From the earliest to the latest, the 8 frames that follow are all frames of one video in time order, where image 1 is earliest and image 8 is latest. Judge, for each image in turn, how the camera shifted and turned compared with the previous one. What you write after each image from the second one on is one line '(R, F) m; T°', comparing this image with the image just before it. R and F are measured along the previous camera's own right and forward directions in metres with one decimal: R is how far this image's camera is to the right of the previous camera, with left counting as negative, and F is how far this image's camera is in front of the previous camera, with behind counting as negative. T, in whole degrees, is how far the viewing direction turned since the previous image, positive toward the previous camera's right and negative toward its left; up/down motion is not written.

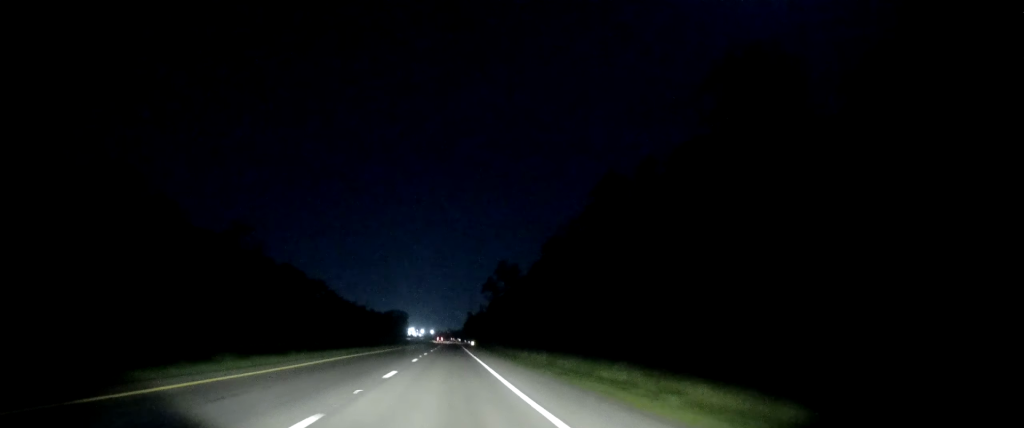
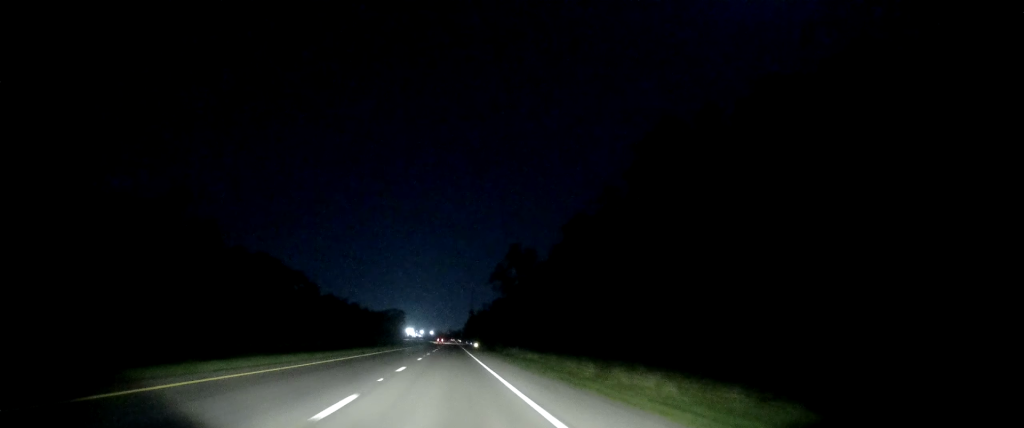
(+0.3, +21.0) m; 0°
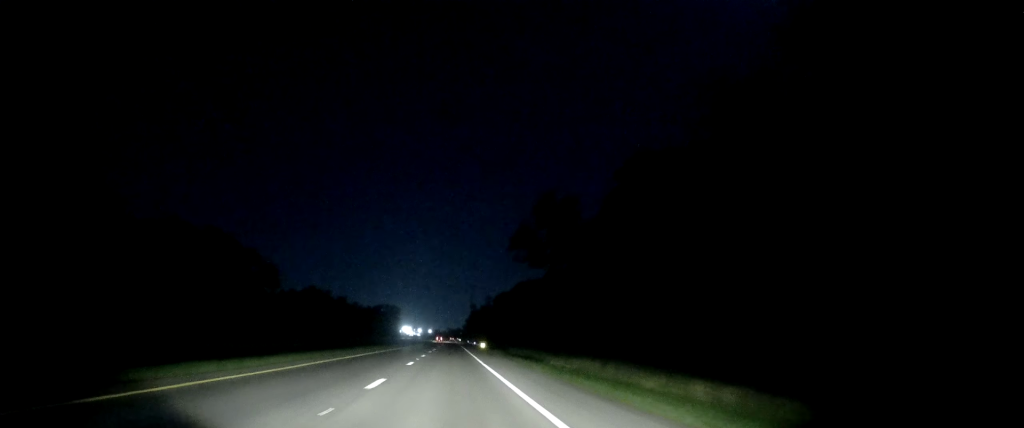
(-0.4, +31.9) m; -2°
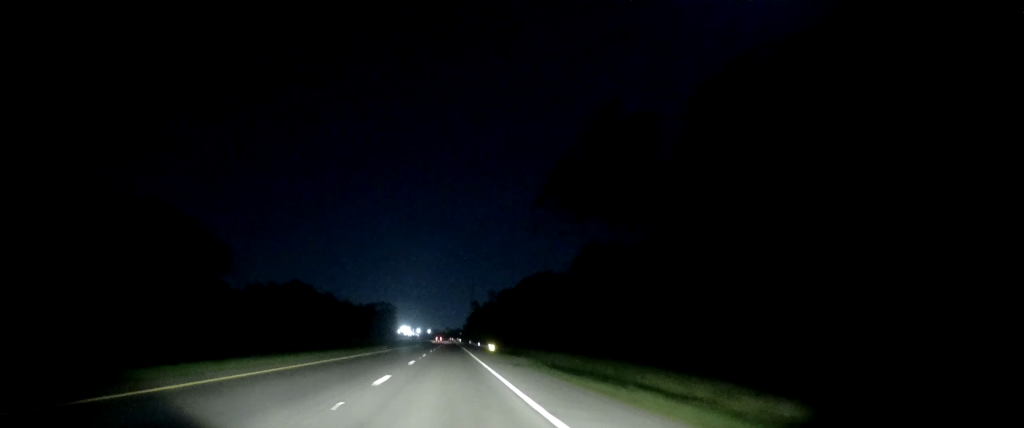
(-0.3, +22.9) m; 0°
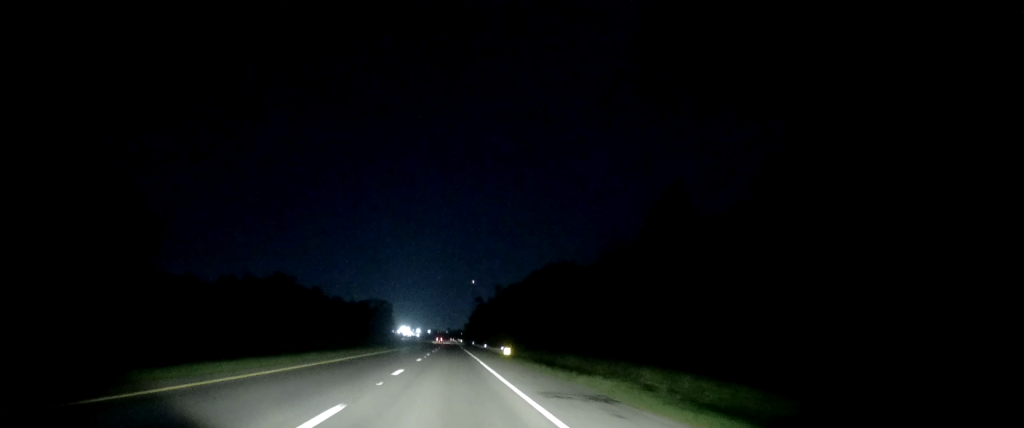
(0.0, +19.9) m; +1°
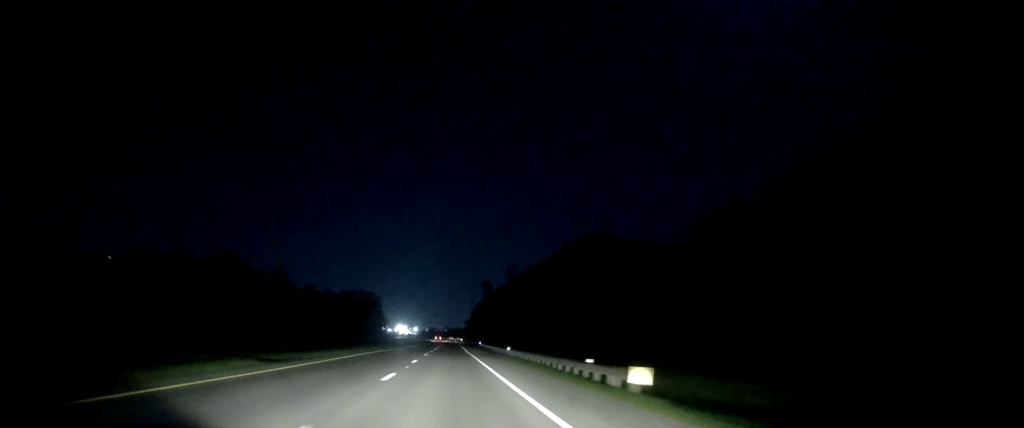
(+0.8, +40.9) m; +1°
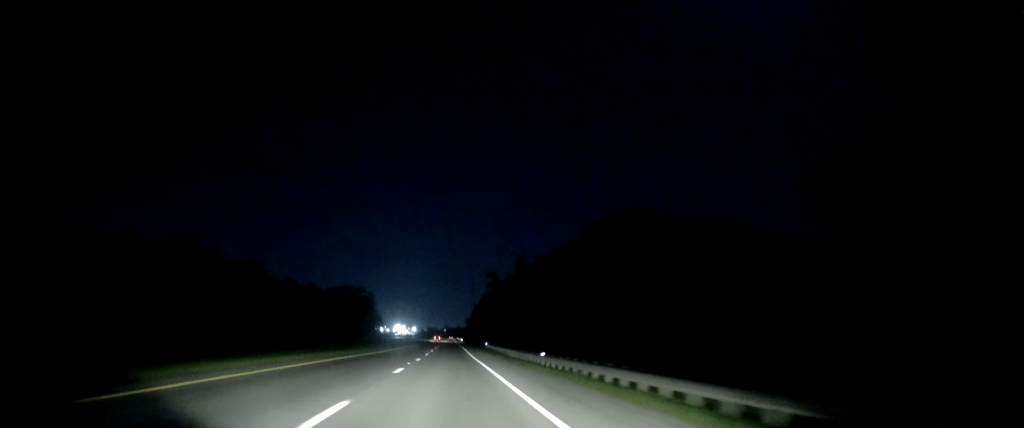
(-0.1, +21.0) m; -1°
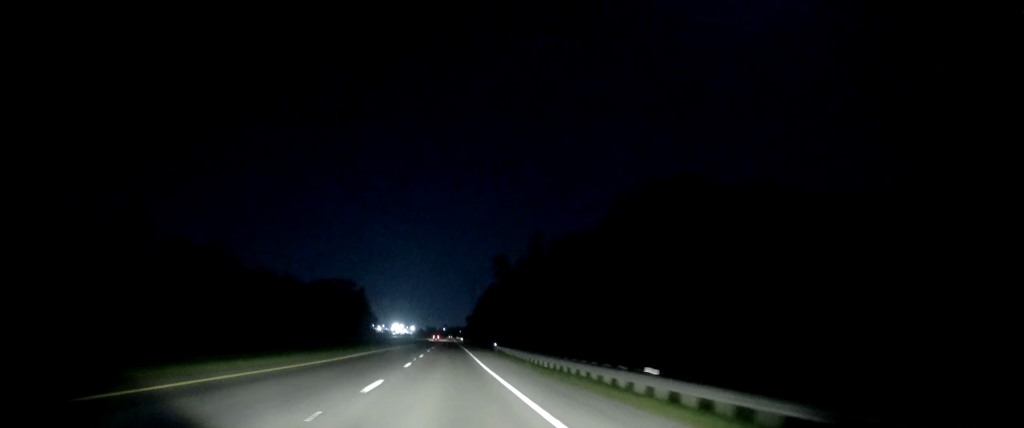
(-0.4, +19.1) m; 0°
